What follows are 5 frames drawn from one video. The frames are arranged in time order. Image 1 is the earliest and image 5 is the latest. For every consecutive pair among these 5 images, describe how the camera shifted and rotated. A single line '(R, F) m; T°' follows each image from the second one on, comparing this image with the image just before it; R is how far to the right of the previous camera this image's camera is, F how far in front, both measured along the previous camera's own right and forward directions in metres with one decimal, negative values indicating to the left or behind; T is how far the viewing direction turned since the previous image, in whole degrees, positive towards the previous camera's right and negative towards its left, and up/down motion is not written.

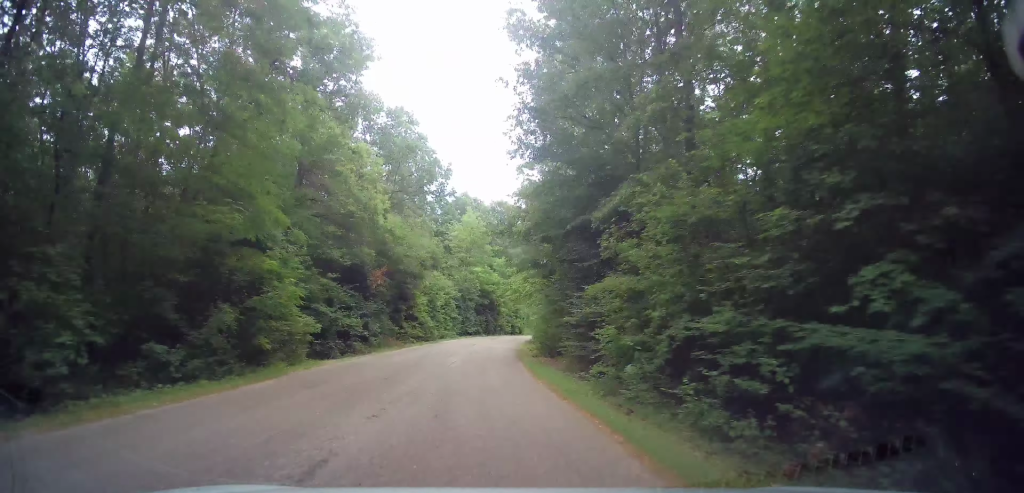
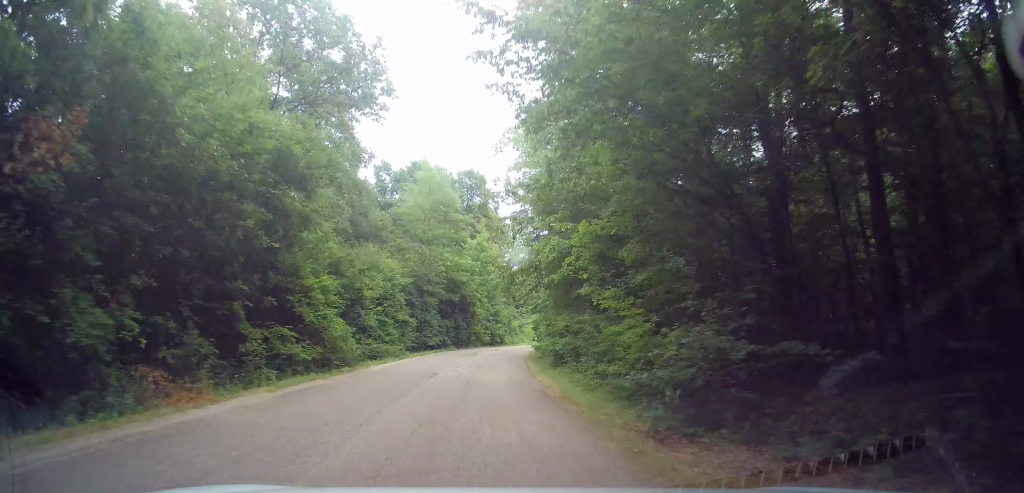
(+0.6, +21.6) m; +3°
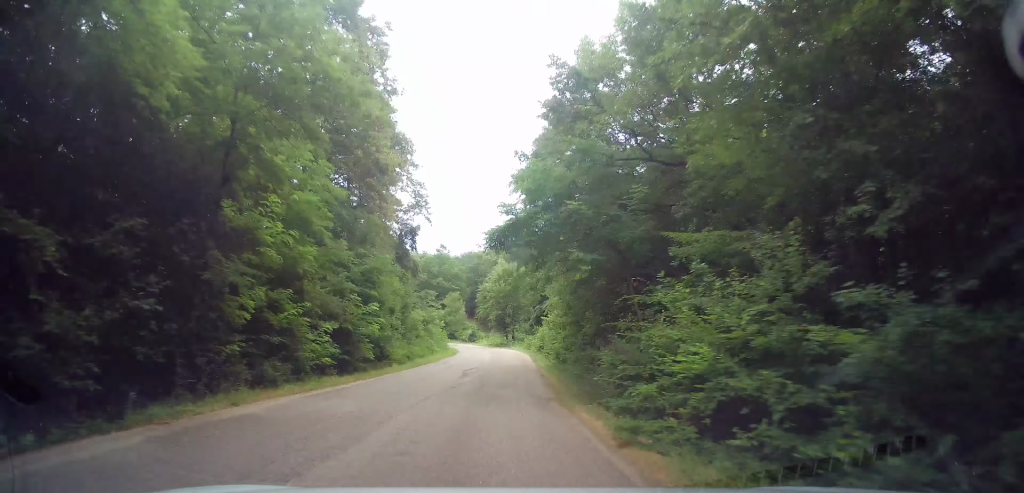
(+3.4, +40.7) m; +11°
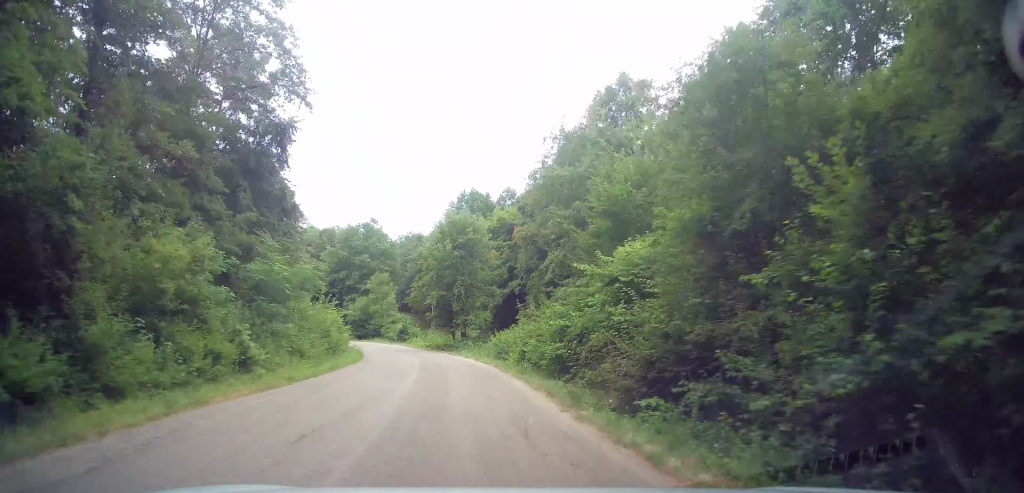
(+1.6, +26.1) m; +3°
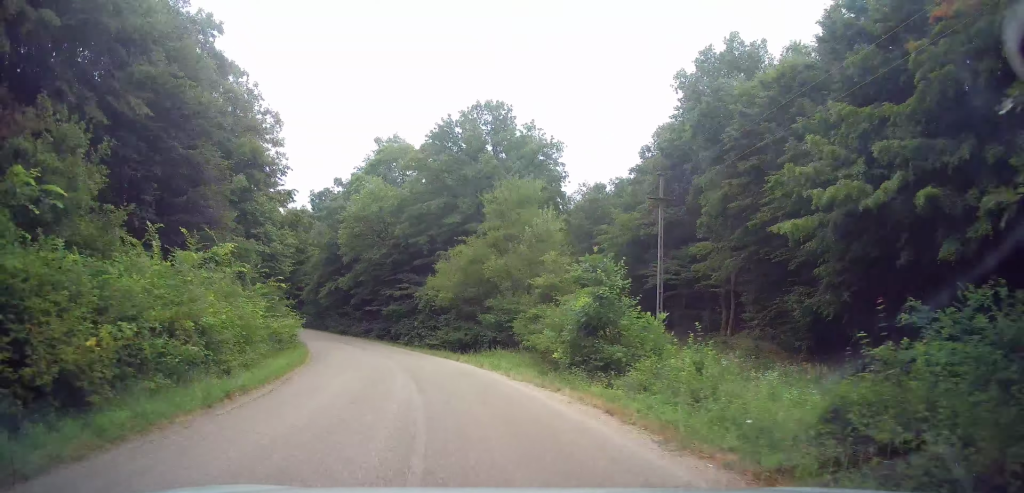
(-5.9, +45.0) m; -18°
